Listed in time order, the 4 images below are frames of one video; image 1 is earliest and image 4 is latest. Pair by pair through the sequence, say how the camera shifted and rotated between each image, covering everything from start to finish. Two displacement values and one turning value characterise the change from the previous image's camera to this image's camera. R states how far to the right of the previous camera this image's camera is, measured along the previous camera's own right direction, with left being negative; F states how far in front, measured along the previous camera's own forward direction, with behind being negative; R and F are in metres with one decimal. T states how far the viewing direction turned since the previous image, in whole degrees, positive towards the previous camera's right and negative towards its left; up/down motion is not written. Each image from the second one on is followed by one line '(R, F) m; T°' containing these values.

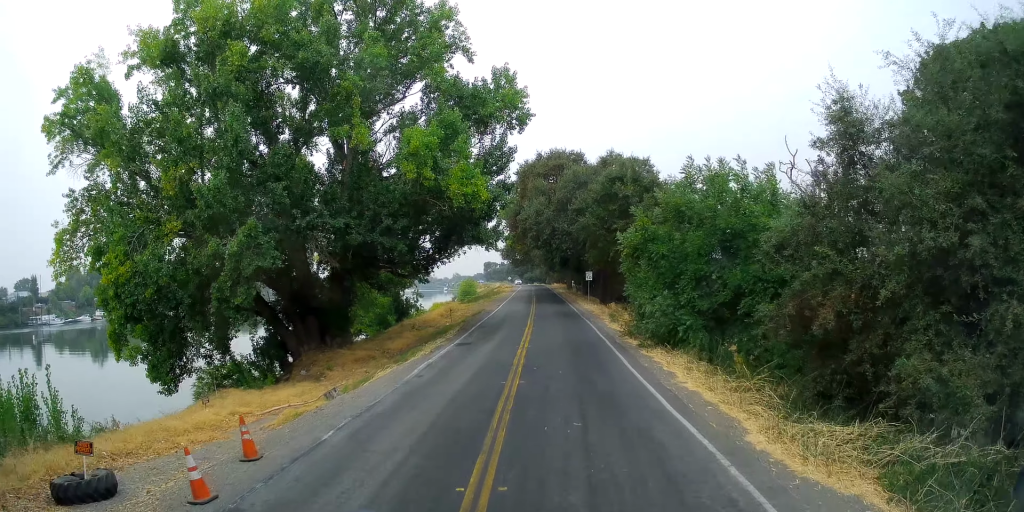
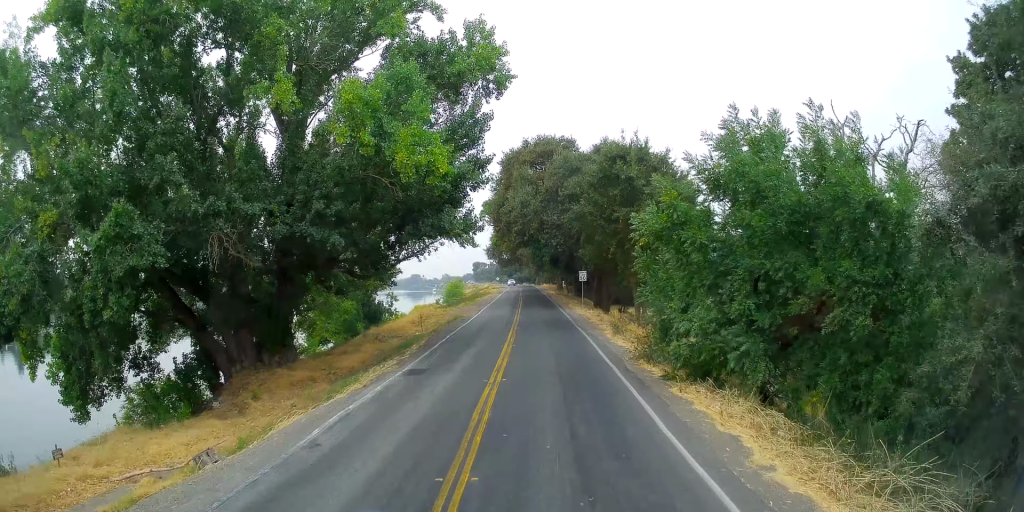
(+0.3, +6.1) m; -1°
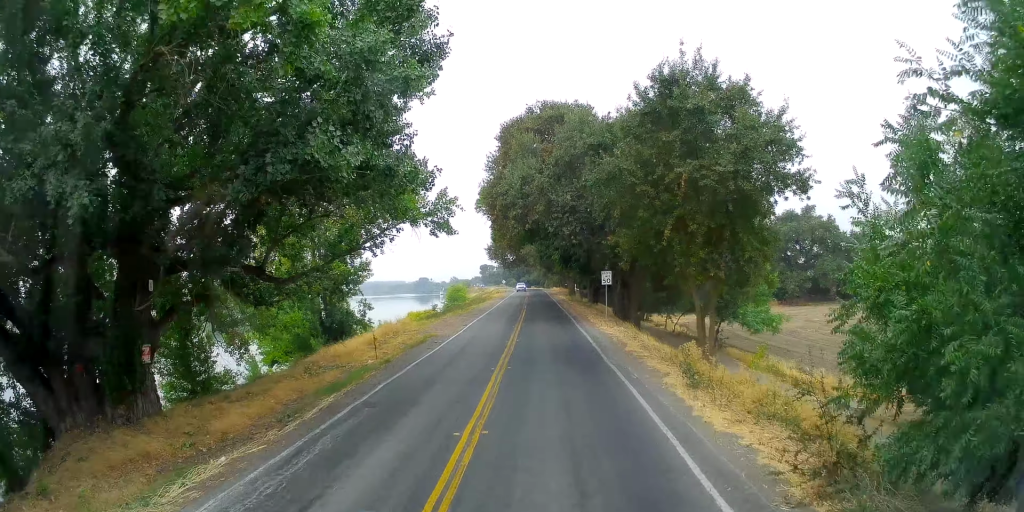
(-0.3, +10.7) m; +1°
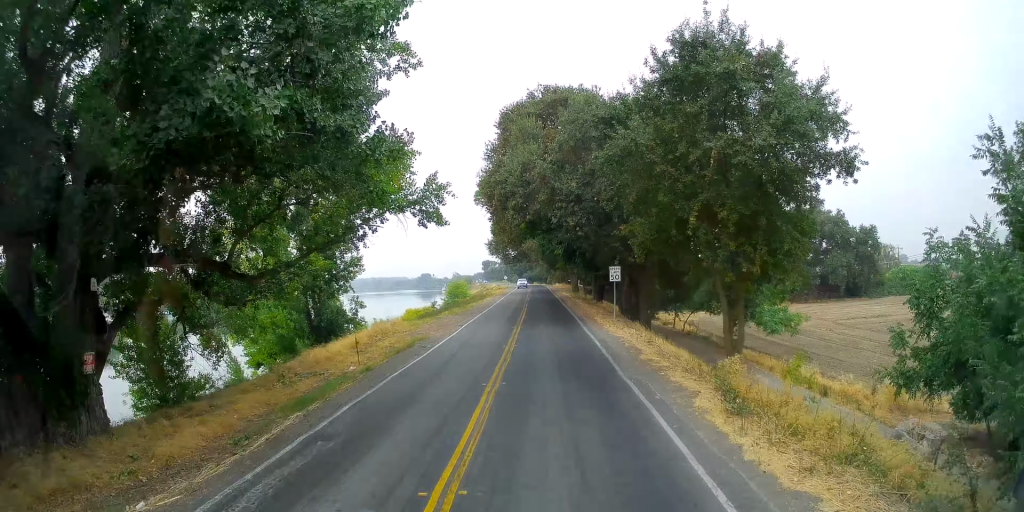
(+0.1, +2.7) m; +2°
